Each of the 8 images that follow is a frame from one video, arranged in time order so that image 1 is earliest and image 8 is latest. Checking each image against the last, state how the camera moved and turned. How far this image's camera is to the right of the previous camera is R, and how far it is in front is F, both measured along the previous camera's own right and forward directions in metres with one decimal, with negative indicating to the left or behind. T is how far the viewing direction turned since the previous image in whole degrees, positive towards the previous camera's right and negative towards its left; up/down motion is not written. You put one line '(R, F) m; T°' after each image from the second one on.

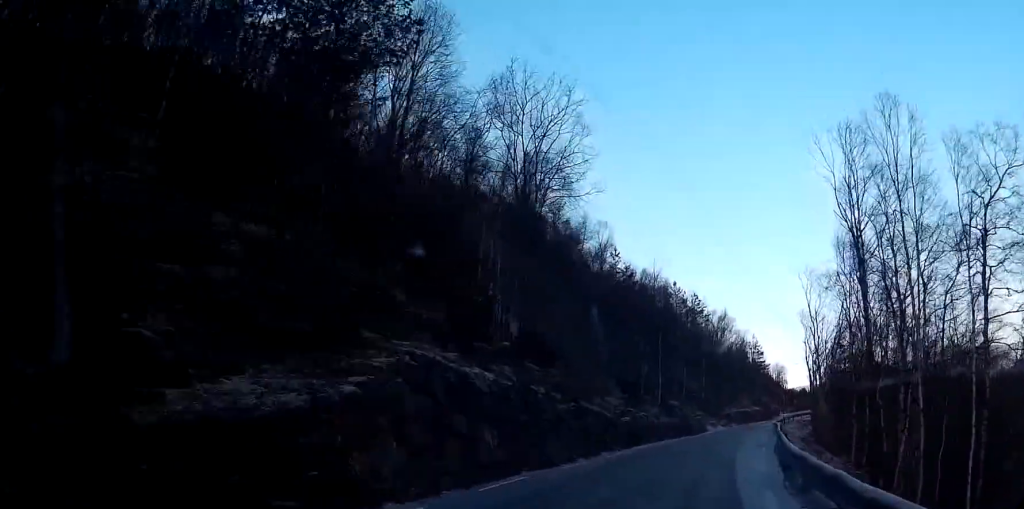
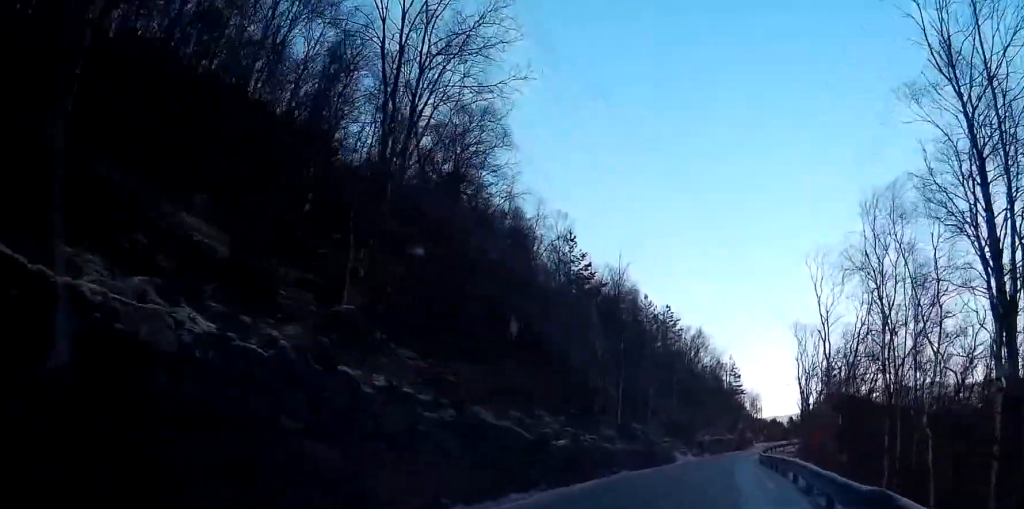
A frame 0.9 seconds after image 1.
(+0.1, +12.4) m; +2°
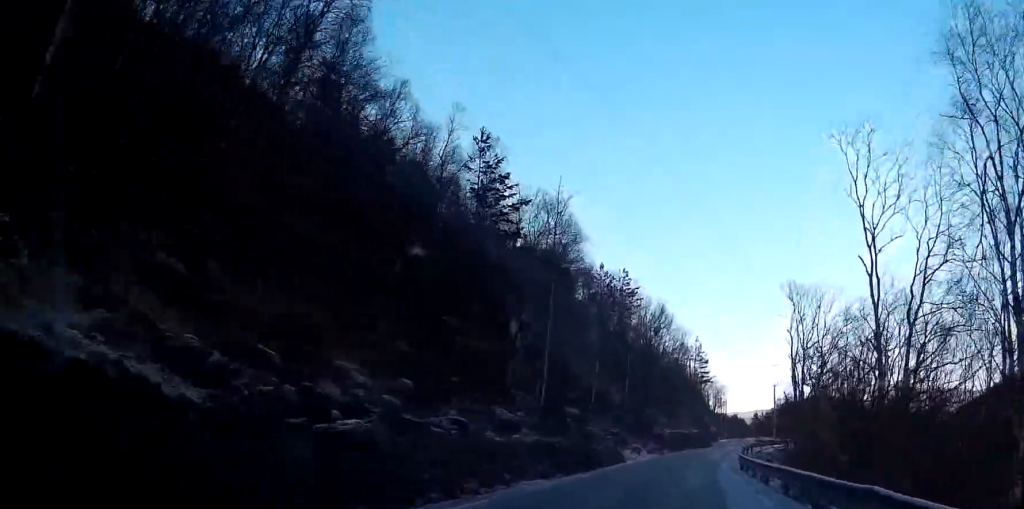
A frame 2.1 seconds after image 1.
(+0.5, +15.3) m; +4°
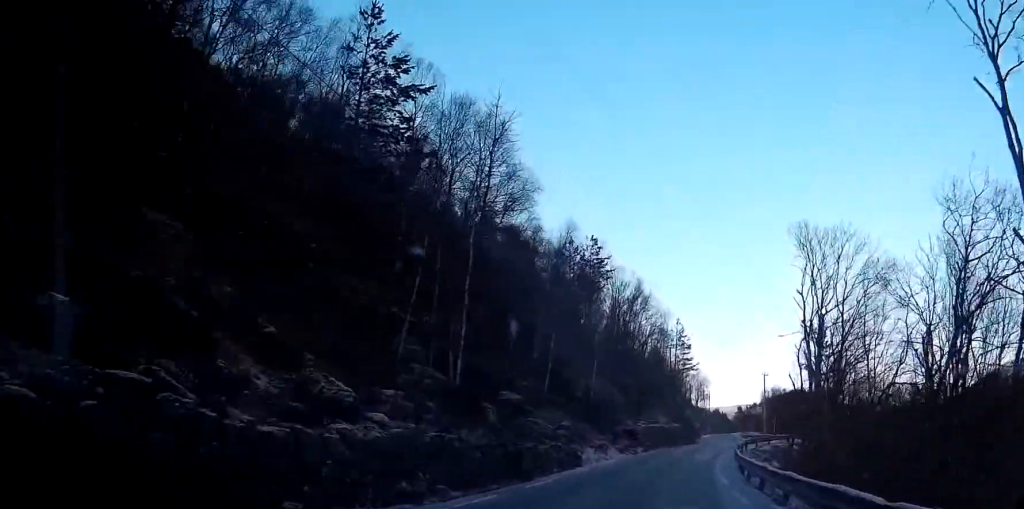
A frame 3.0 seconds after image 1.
(+0.4, +11.2) m; +4°
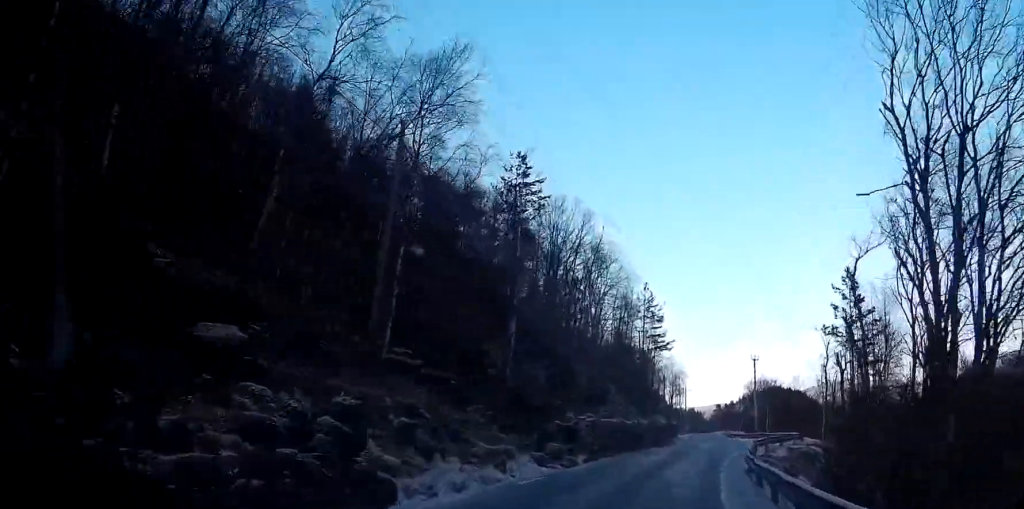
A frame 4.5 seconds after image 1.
(+1.4, +19.6) m; +6°
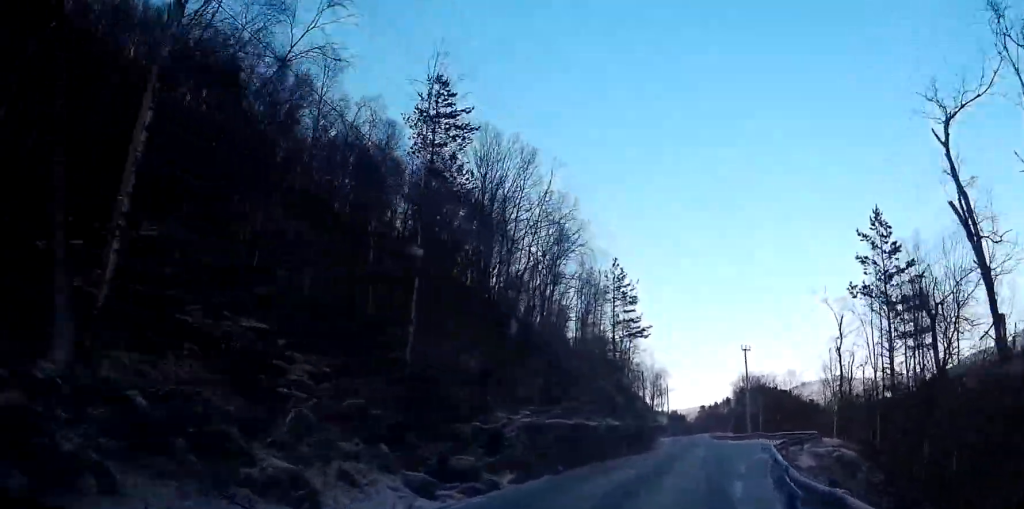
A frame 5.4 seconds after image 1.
(0.0, +11.5) m; -3°
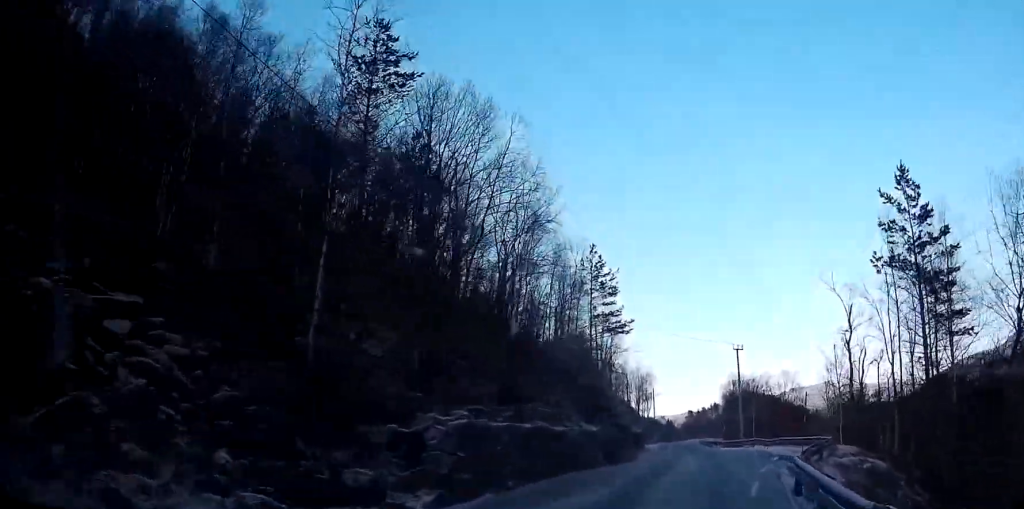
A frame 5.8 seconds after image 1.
(-0.1, +6.2) m; -2°
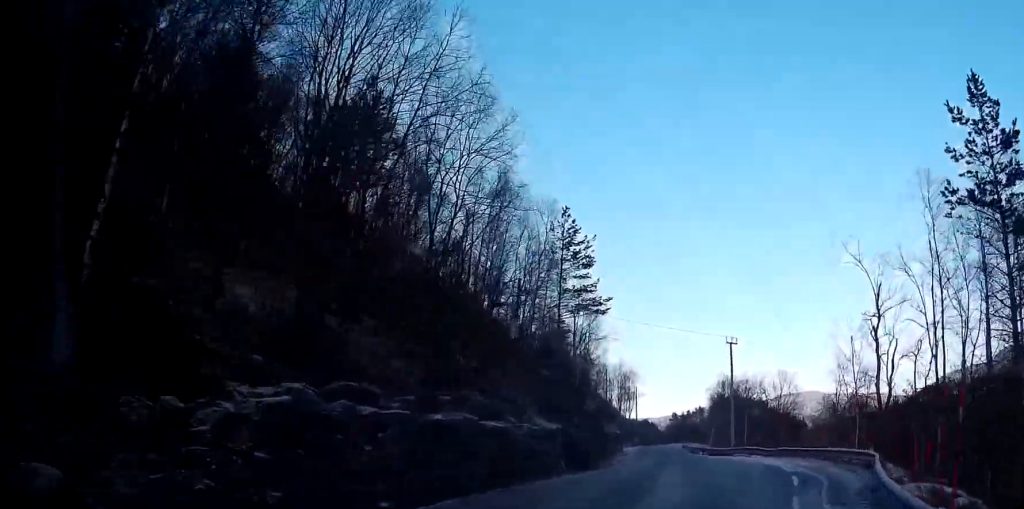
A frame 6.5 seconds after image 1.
(-0.5, +8.5) m; -1°
